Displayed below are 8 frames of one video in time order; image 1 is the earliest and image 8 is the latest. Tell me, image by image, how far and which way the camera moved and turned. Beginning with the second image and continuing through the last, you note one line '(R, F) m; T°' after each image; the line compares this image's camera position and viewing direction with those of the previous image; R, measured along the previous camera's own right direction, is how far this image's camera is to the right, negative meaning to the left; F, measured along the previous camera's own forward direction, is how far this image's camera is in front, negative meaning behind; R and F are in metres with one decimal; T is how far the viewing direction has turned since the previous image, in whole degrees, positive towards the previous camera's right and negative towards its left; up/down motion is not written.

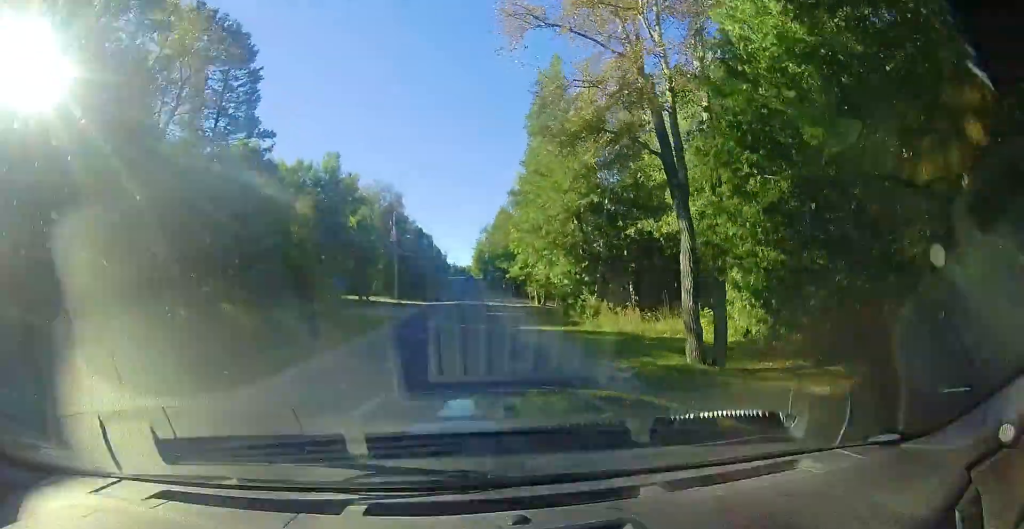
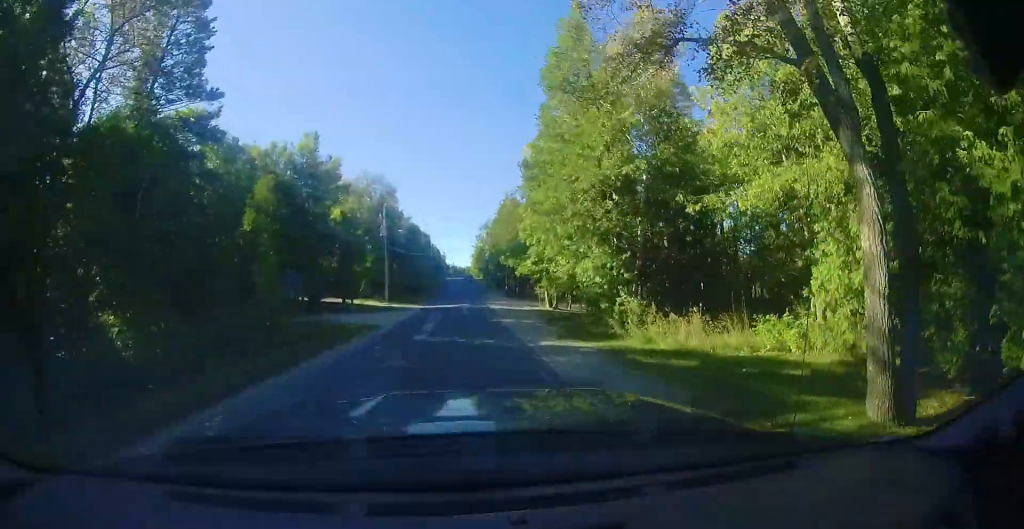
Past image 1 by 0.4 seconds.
(0.0, +4.6) m; -1°
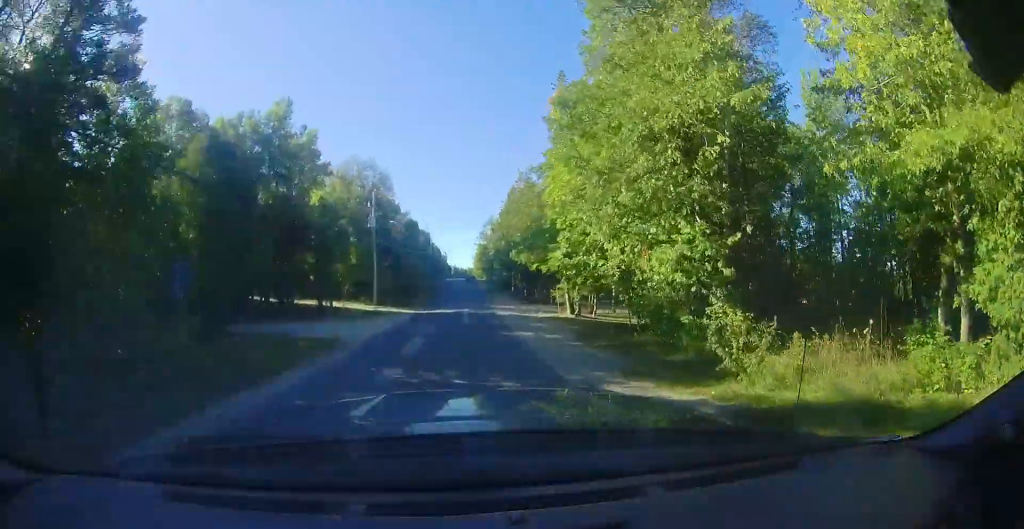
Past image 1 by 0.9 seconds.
(+0.1, +5.4) m; -1°
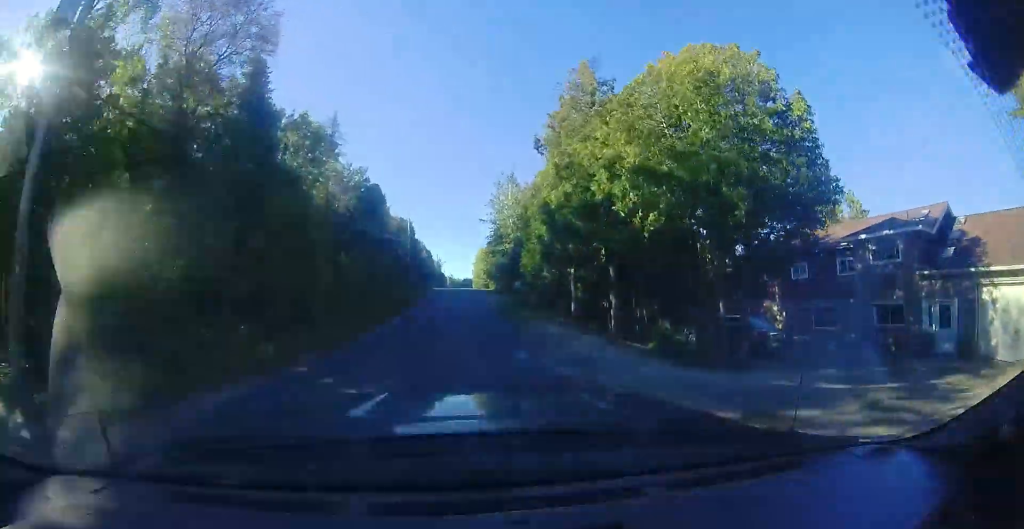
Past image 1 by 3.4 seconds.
(-0.3, +30.3) m; +1°
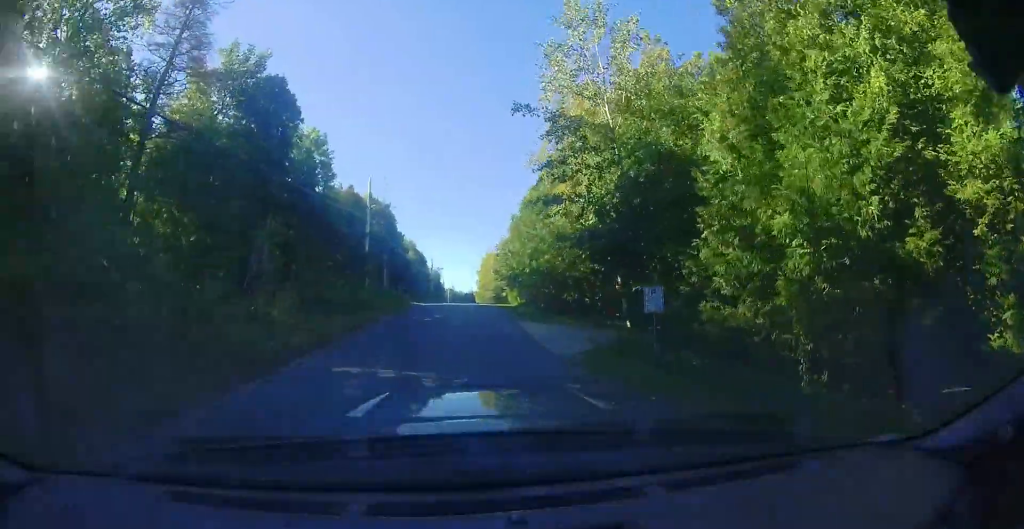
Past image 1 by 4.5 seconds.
(0.0, +13.3) m; -1°
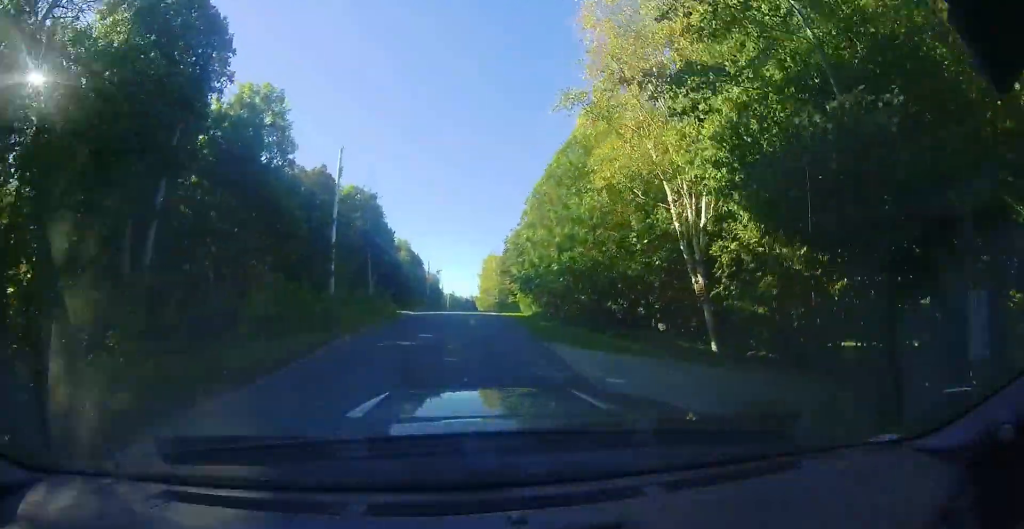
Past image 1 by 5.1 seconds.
(-0.1, +7.0) m; -1°
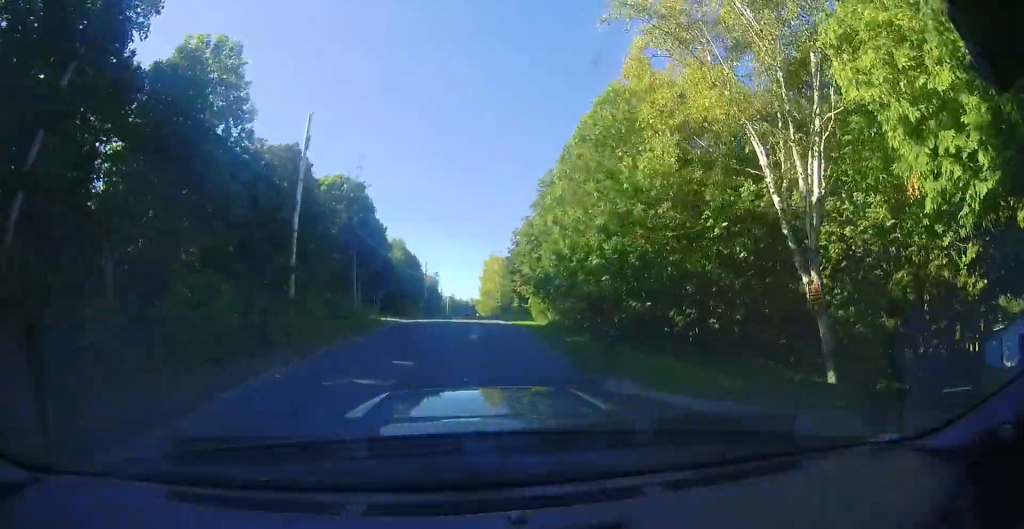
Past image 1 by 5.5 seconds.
(-0.1, +5.1) m; 0°
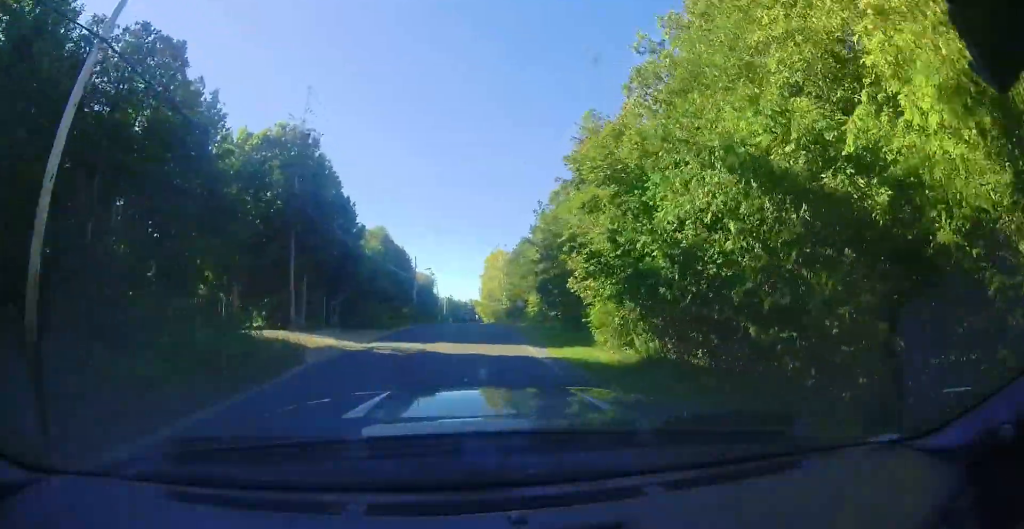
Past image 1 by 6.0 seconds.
(-0.1, +5.9) m; +1°
